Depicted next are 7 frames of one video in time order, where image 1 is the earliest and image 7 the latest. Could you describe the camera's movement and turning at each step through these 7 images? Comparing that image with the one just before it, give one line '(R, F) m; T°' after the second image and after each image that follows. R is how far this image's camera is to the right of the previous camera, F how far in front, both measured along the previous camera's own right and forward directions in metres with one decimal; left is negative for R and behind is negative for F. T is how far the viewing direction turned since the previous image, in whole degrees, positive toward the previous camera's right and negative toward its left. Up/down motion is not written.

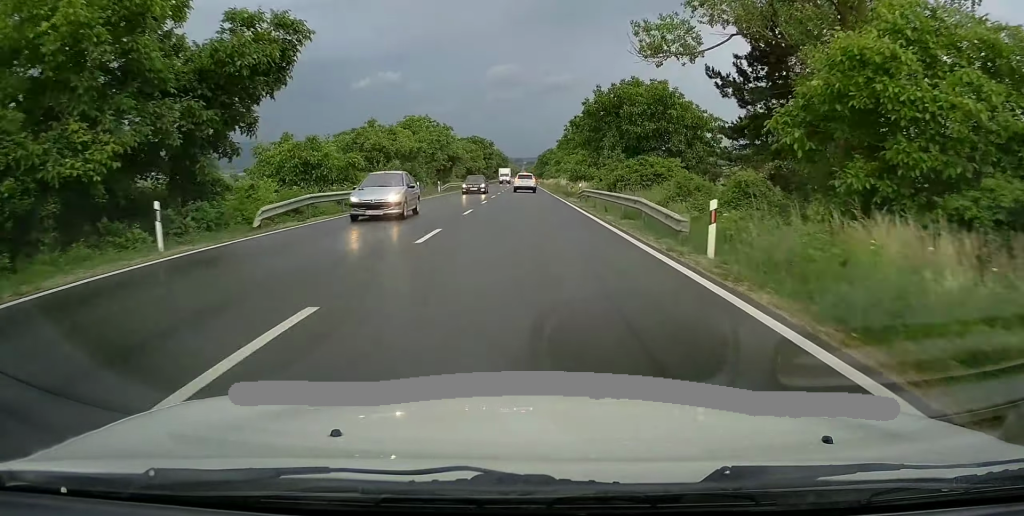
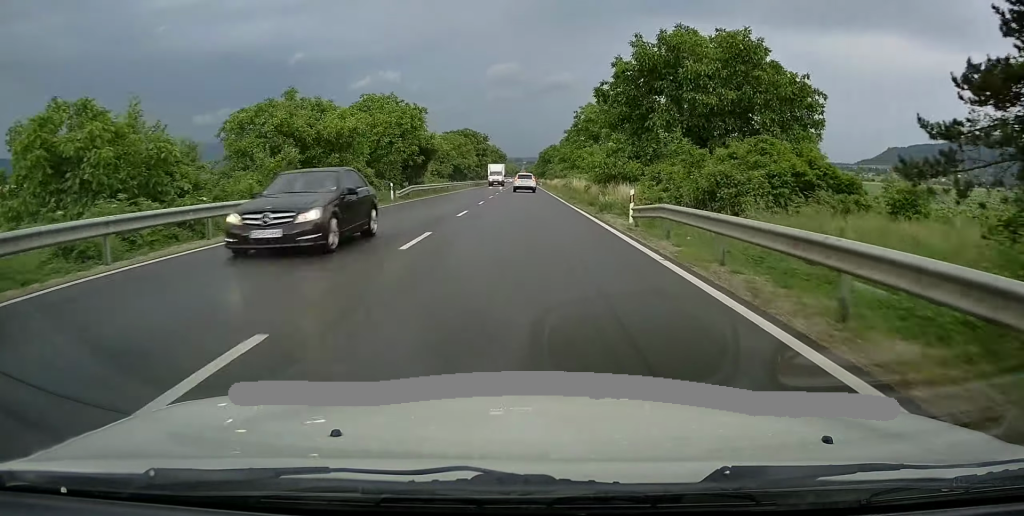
(-0.1, +18.8) m; 0°
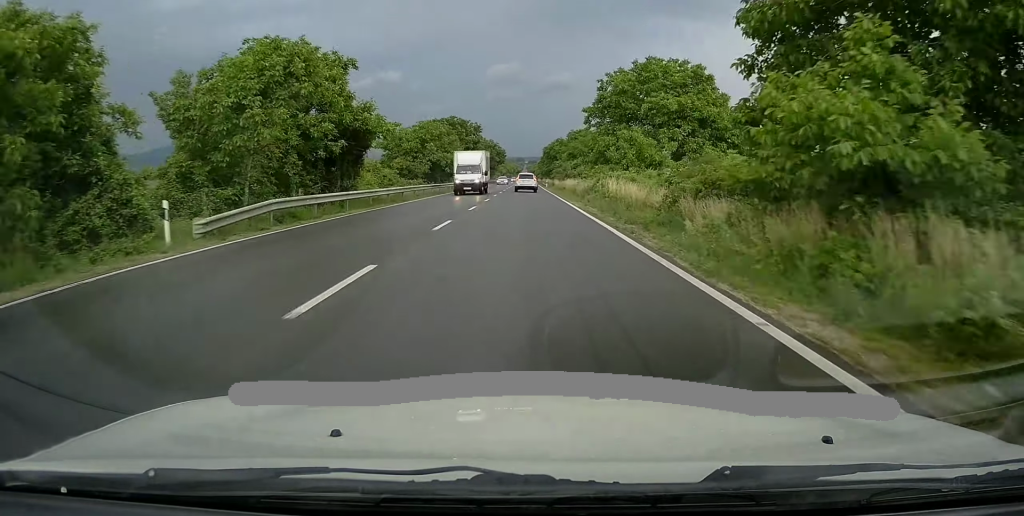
(+0.3, +22.9) m; +1°
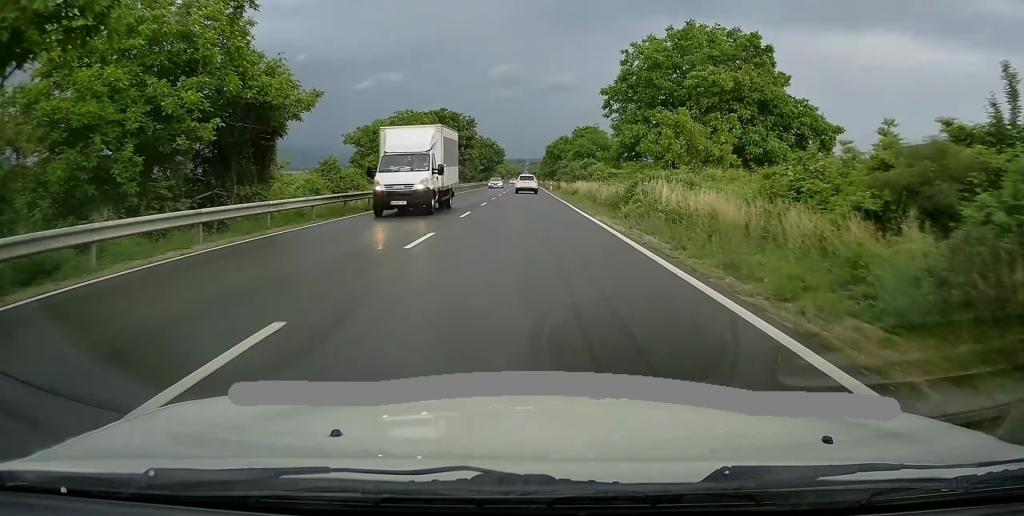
(0.0, +12.3) m; -1°
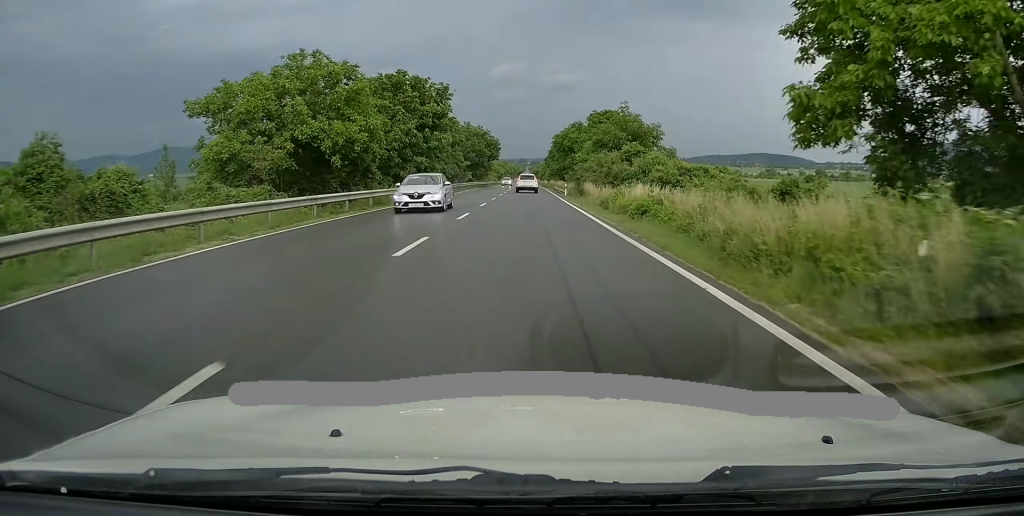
(-0.4, +28.0) m; 0°
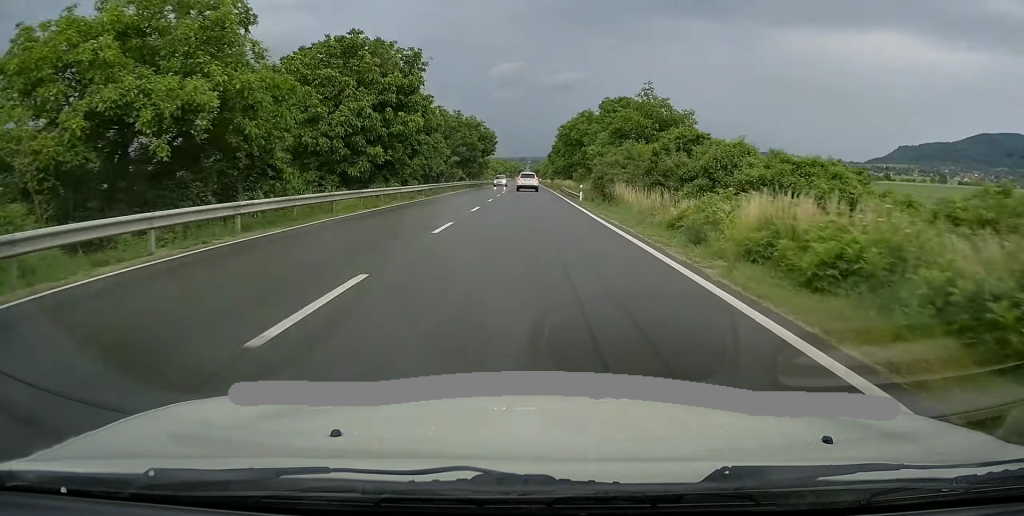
(+0.1, +14.0) m; 0°
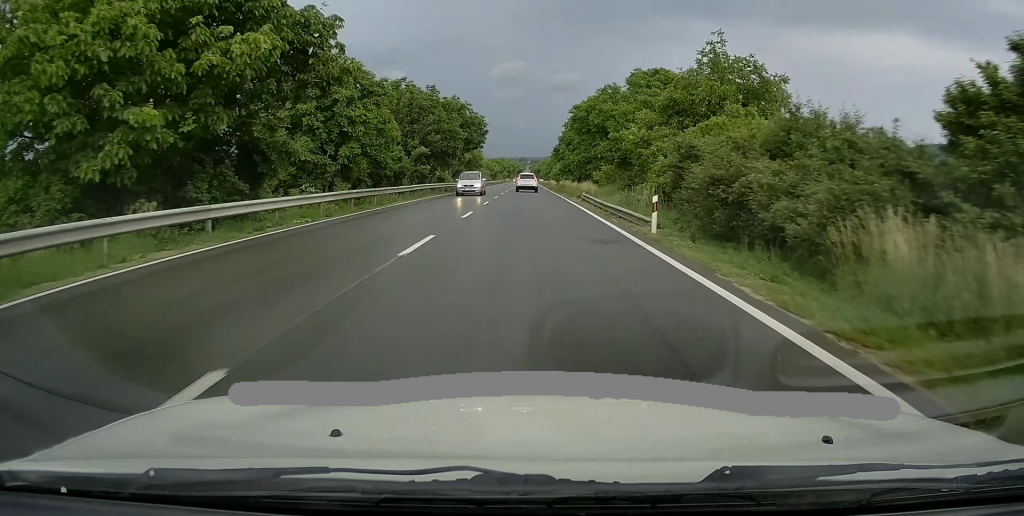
(+0.2, +21.5) m; 0°
